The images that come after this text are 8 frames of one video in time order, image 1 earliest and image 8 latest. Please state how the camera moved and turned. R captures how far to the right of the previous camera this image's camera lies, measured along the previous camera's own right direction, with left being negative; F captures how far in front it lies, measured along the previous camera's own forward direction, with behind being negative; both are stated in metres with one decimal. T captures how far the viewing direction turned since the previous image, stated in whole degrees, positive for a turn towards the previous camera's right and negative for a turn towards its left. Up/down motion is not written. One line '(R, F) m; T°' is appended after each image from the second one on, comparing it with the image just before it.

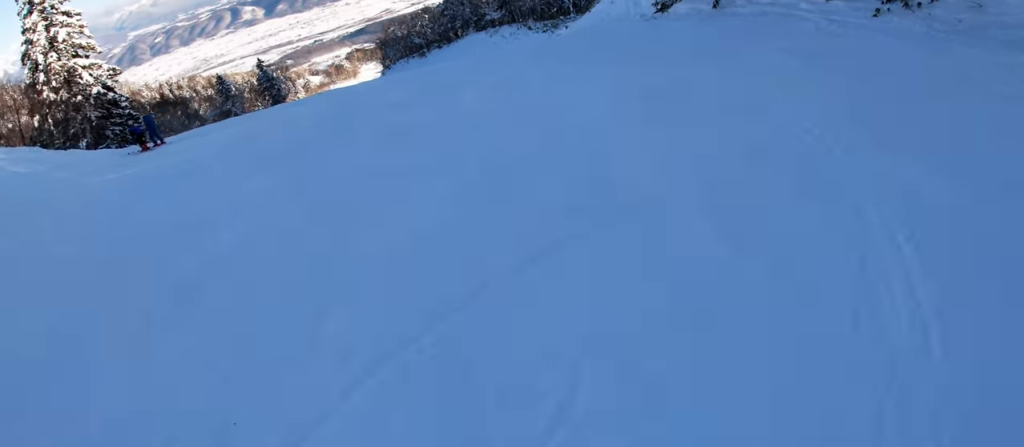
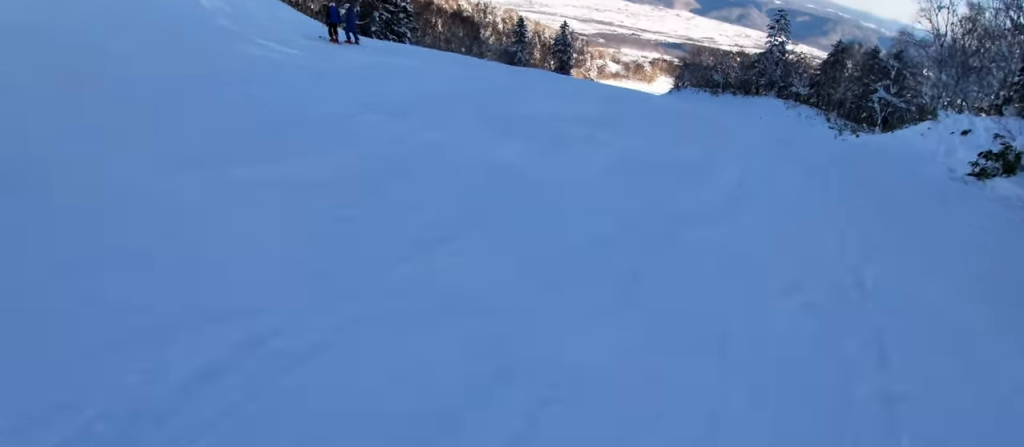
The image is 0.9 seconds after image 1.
(-0.2, +4.5) m; -15°
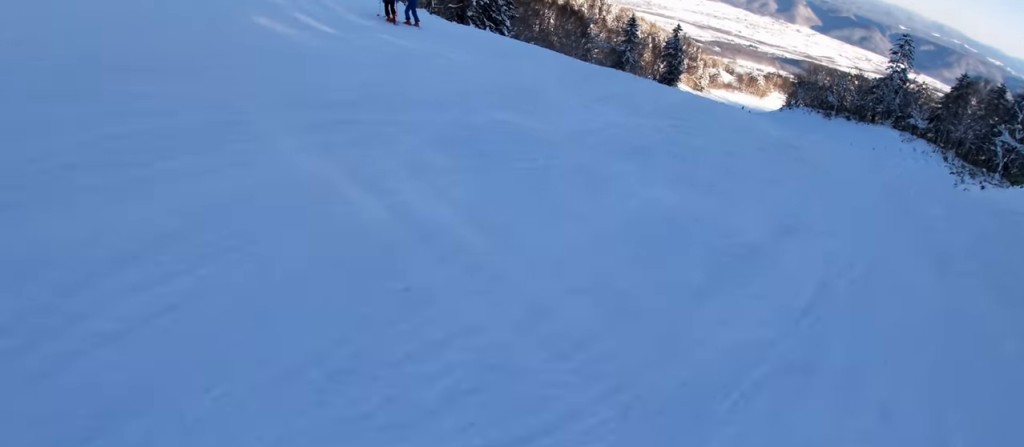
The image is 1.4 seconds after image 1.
(-0.7, +2.8) m; -9°
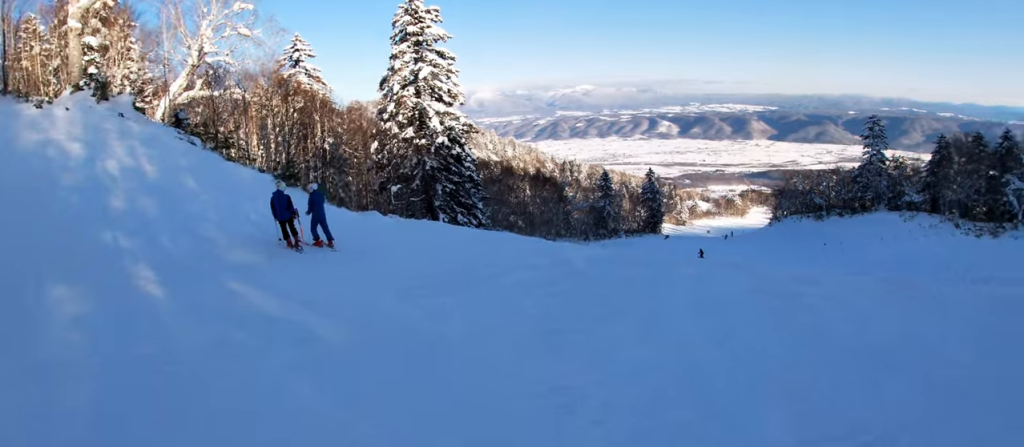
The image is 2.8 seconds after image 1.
(-0.5, +6.5) m; 0°
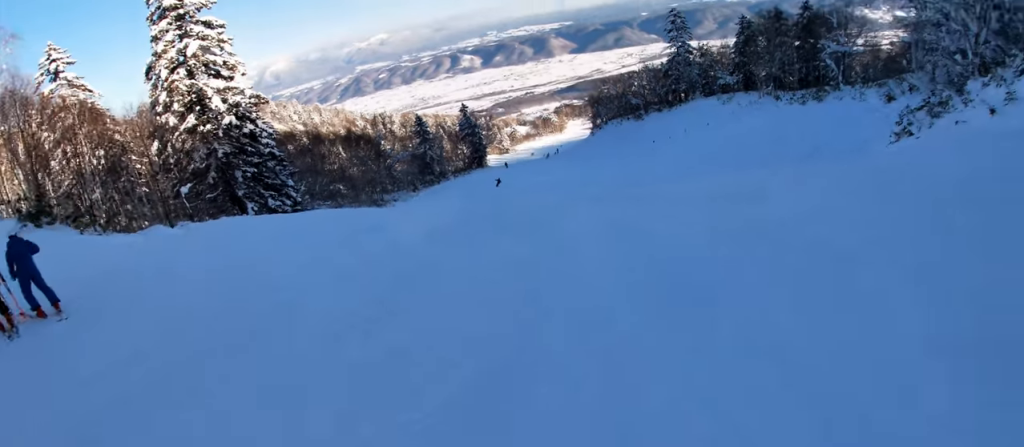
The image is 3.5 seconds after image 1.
(+0.1, +3.1) m; +14°
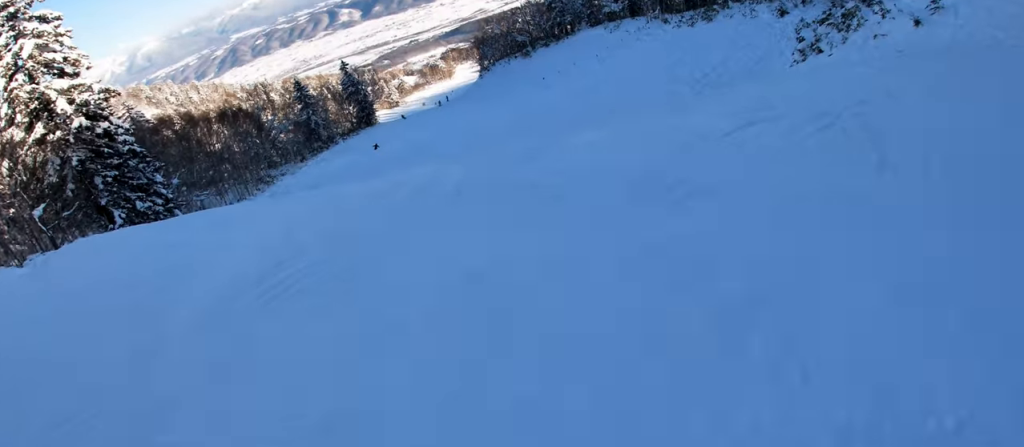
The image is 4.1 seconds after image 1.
(+0.5, +2.4) m; +2°
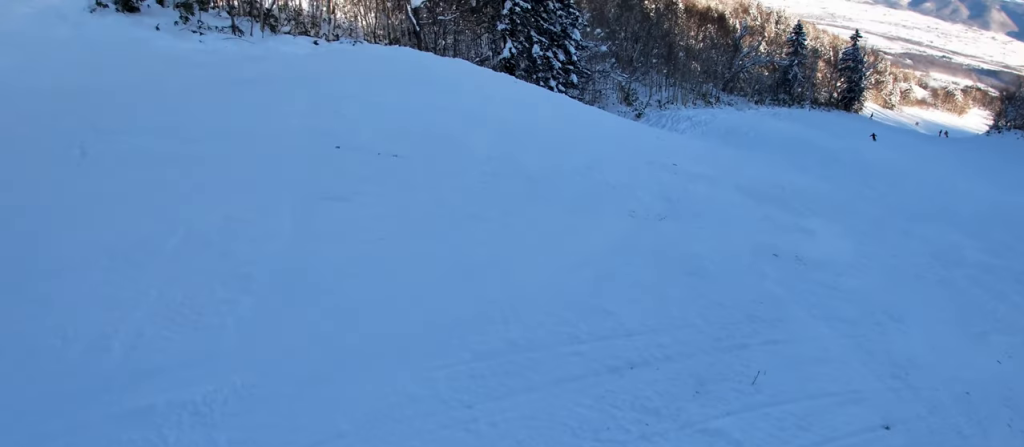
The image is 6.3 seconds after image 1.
(-1.1, +8.7) m; -3°
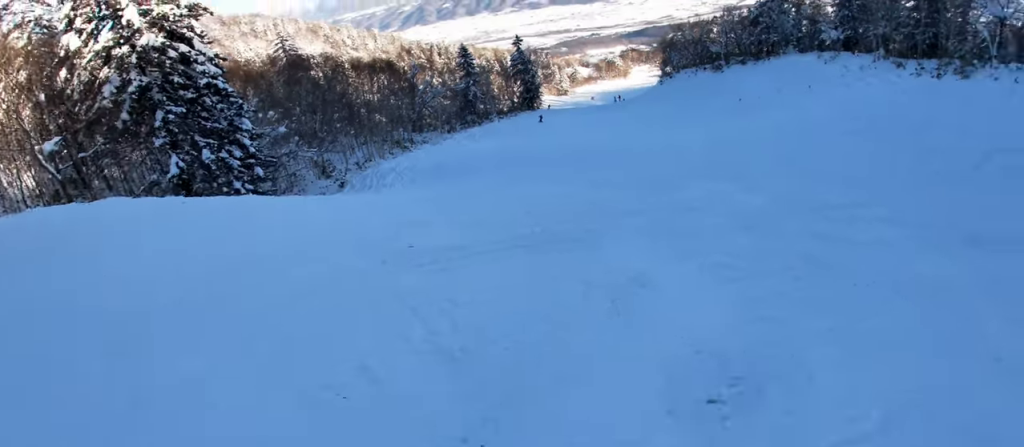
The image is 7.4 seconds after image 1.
(+0.8, +4.3) m; +14°
